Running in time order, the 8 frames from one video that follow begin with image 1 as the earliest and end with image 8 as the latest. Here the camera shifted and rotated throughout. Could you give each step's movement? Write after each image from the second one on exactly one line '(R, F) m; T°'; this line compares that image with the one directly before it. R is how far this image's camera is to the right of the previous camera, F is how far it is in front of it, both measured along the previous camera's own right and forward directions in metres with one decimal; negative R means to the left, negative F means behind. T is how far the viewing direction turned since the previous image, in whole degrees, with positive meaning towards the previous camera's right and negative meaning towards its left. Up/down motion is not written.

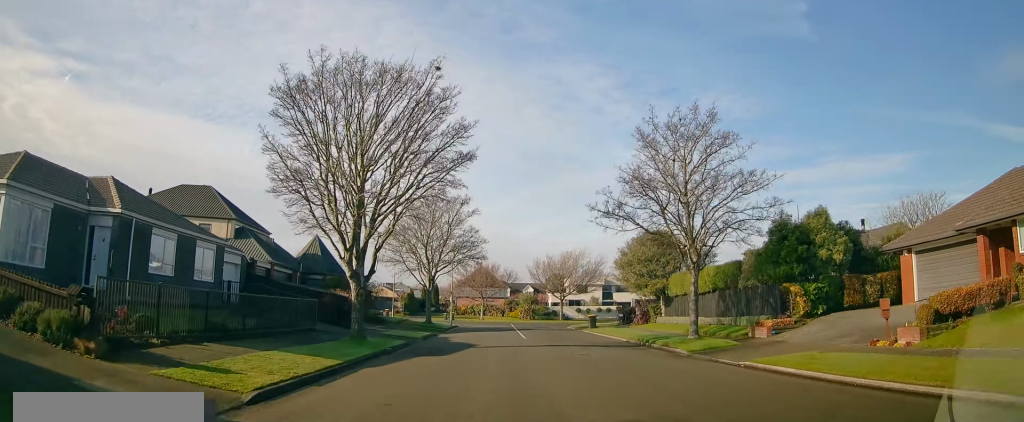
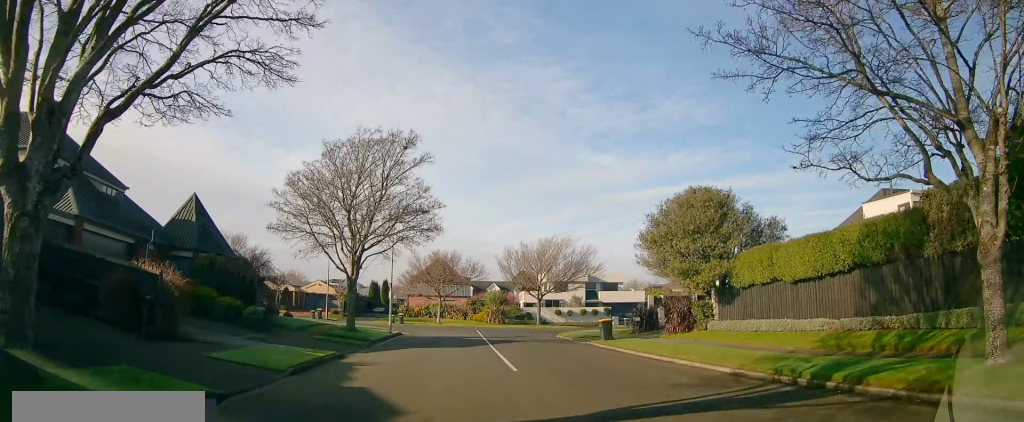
(-0.7, +15.4) m; -3°
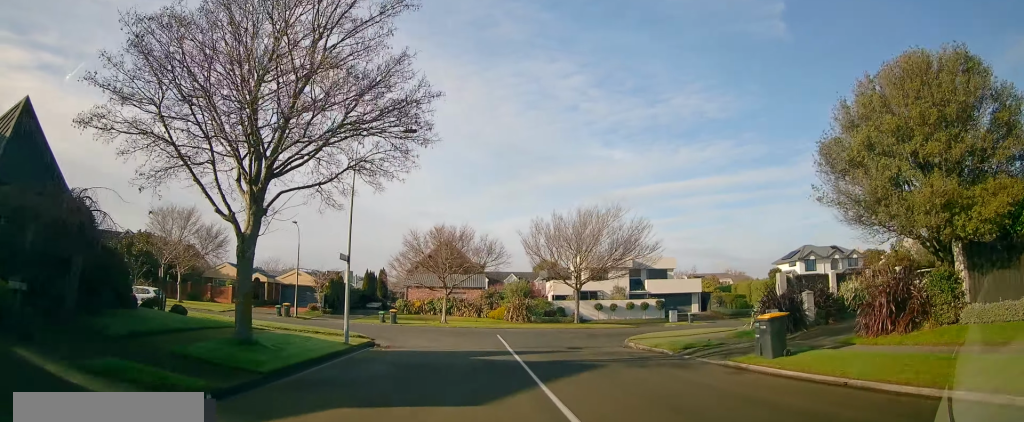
(-0.1, +13.7) m; -1°
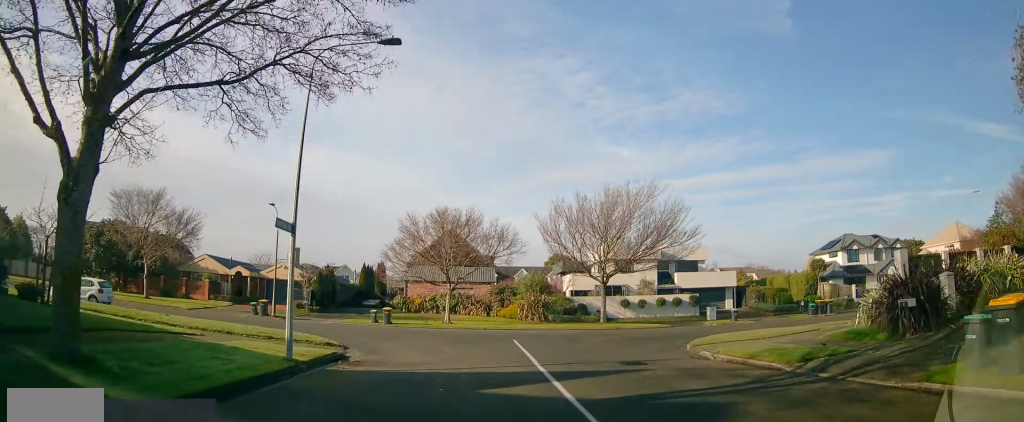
(0.0, +6.1) m; -1°
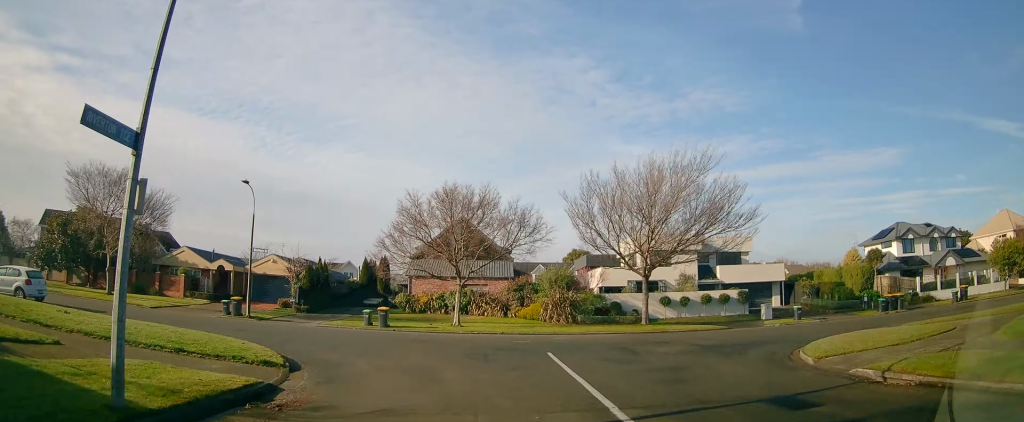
(-0.1, +6.2) m; -3°
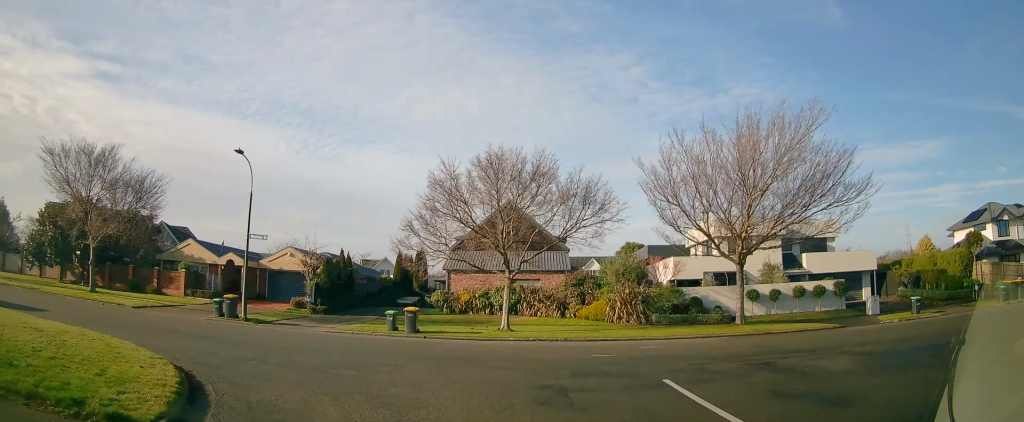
(-0.3, +6.3) m; -6°
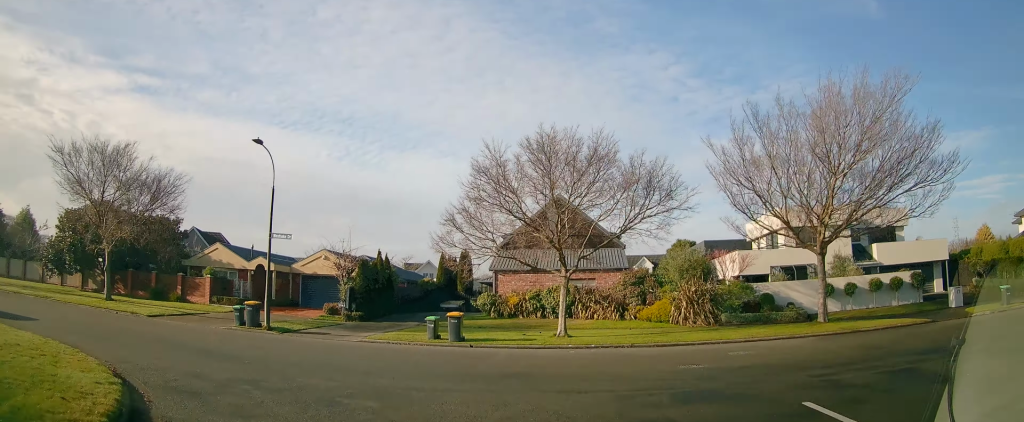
(0.0, +3.1) m; -5°
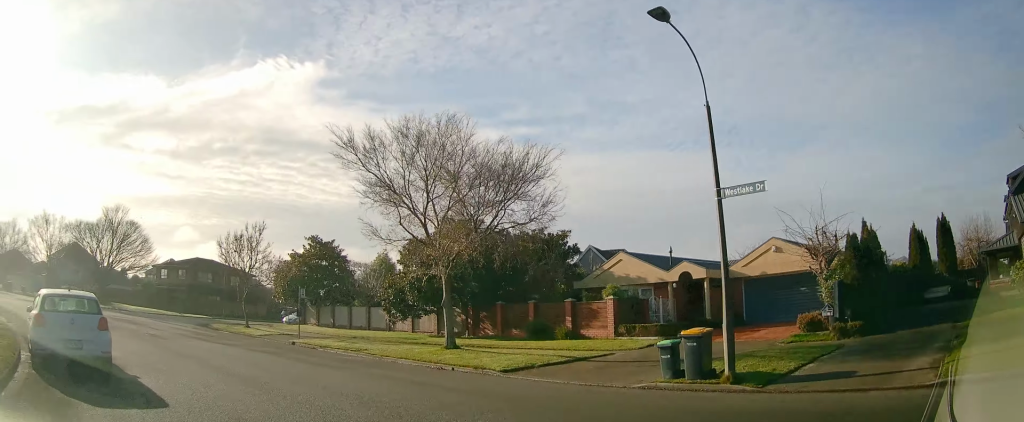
(-5.4, +11.0) m; -52°
